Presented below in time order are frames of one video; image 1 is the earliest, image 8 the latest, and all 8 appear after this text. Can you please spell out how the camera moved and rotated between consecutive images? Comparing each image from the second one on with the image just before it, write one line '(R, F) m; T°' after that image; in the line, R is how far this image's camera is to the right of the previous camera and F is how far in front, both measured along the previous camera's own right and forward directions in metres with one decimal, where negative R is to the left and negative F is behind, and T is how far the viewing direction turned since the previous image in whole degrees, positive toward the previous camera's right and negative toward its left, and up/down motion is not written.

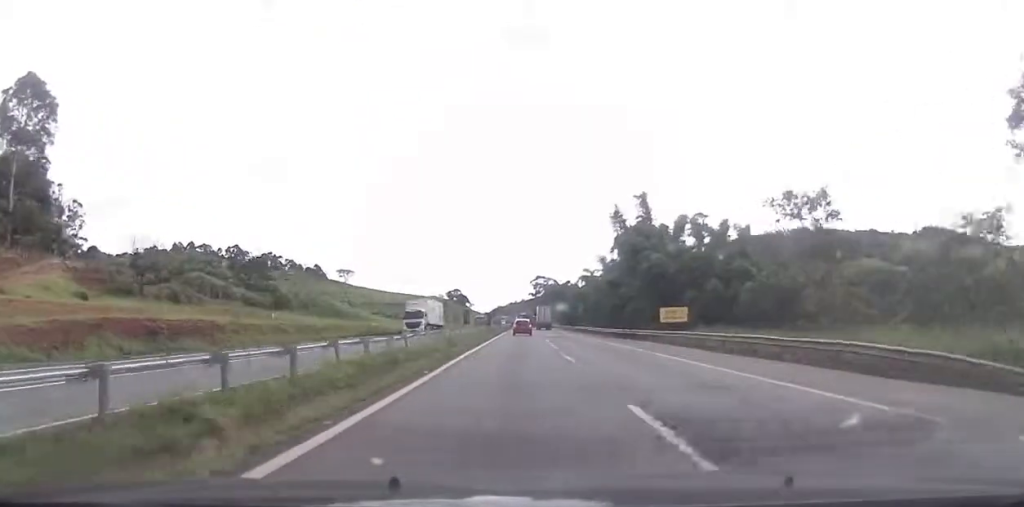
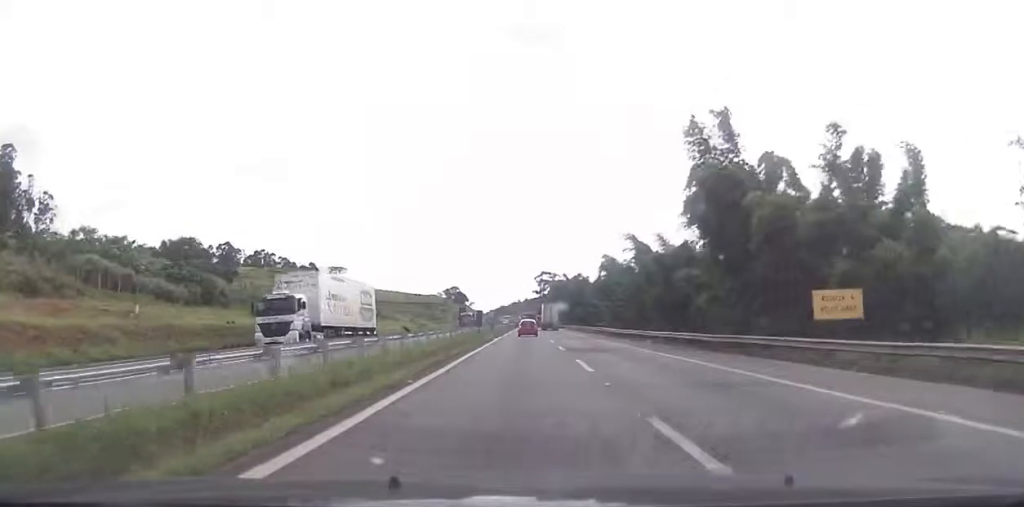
(+0.3, +27.5) m; +1°
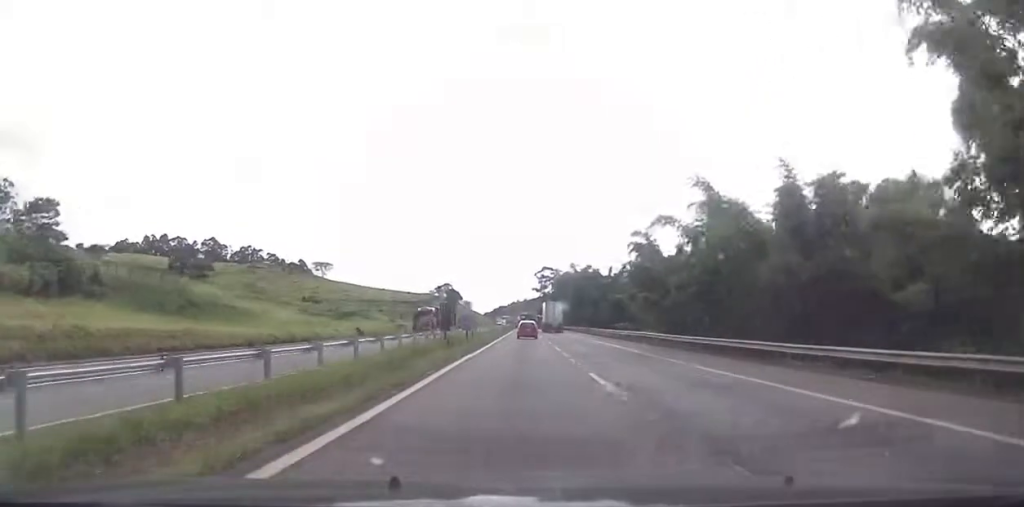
(+0.2, +29.8) m; -1°
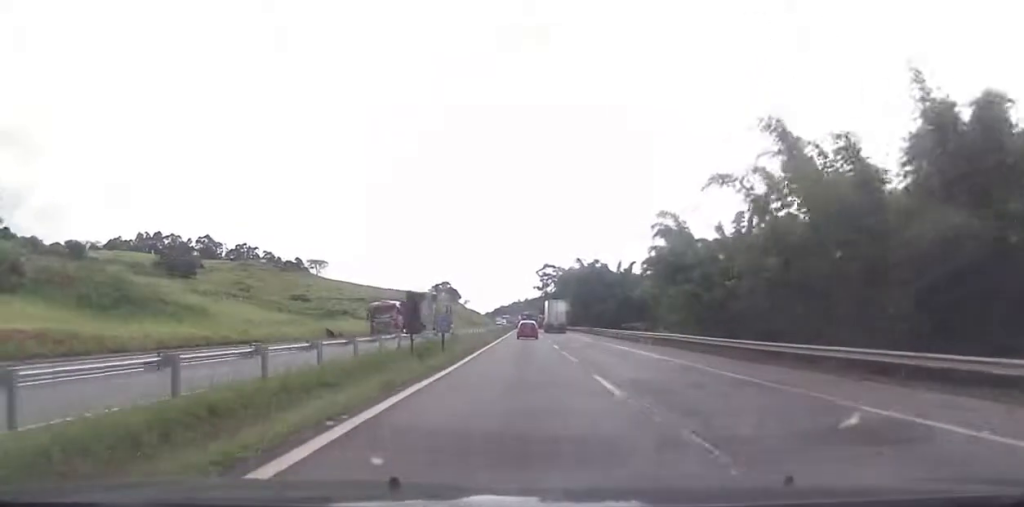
(-0.4, +12.6) m; 0°
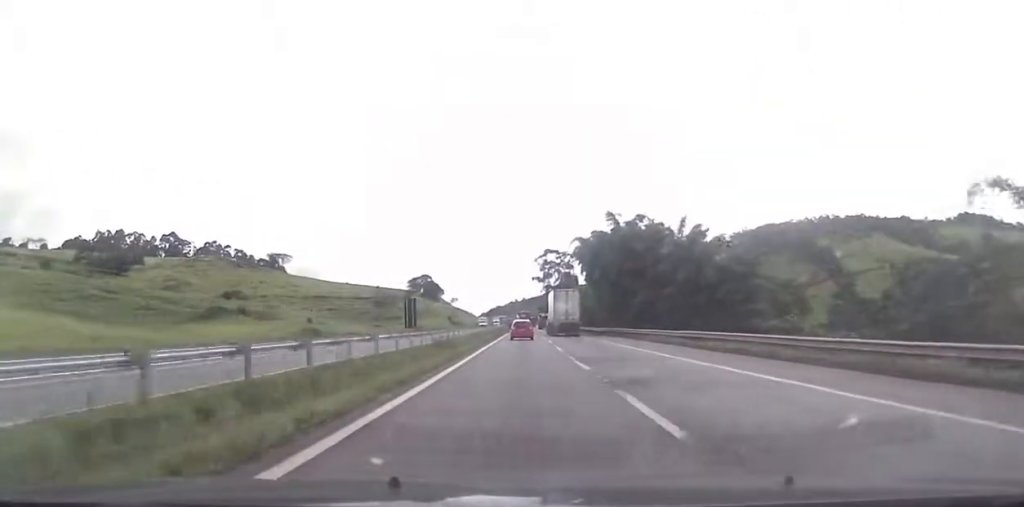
(+1.2, +53.8) m; +1°
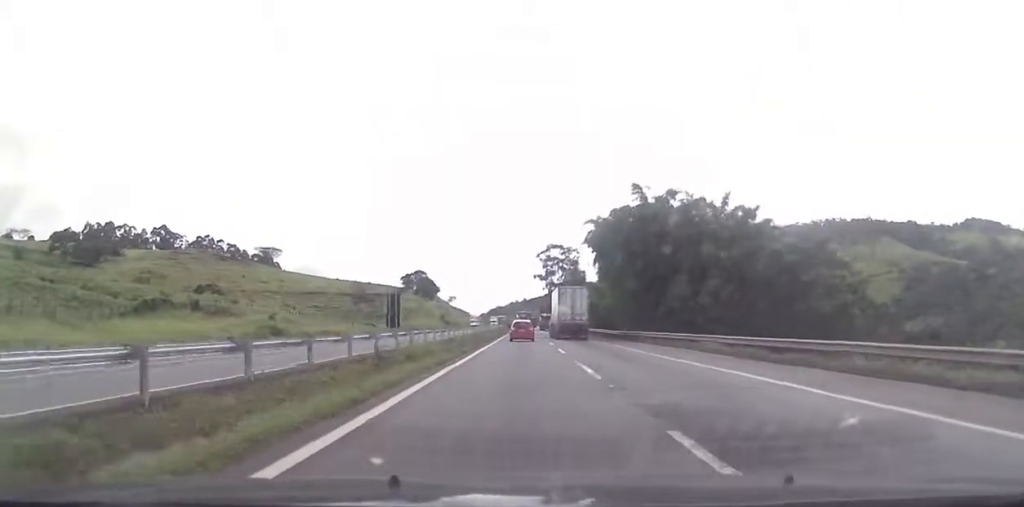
(-0.4, +16.2) m; -1°
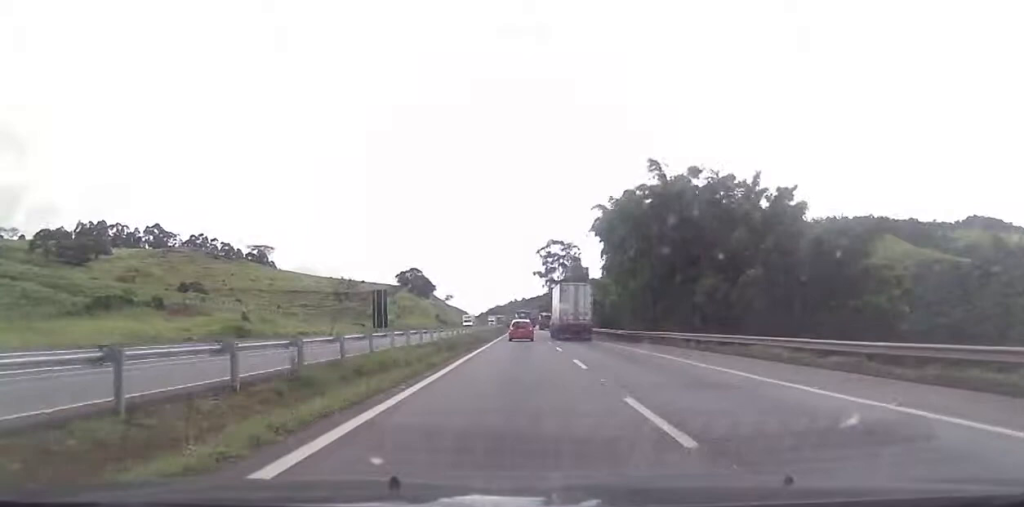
(0.0, +8.8) m; 0°
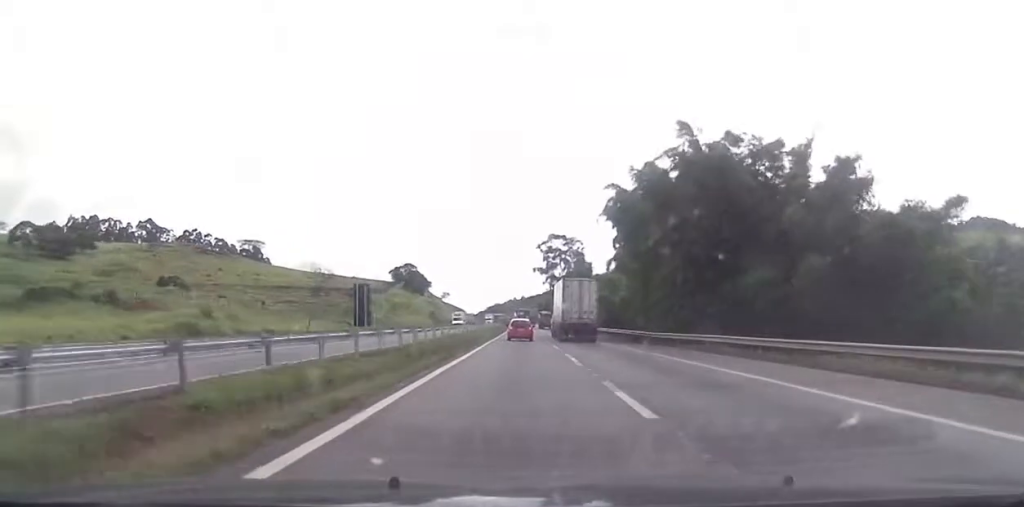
(0.0, +10.2) m; 0°
